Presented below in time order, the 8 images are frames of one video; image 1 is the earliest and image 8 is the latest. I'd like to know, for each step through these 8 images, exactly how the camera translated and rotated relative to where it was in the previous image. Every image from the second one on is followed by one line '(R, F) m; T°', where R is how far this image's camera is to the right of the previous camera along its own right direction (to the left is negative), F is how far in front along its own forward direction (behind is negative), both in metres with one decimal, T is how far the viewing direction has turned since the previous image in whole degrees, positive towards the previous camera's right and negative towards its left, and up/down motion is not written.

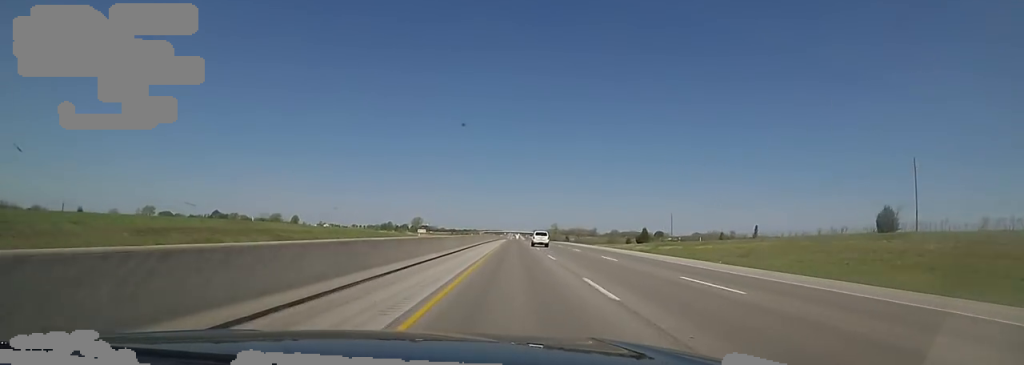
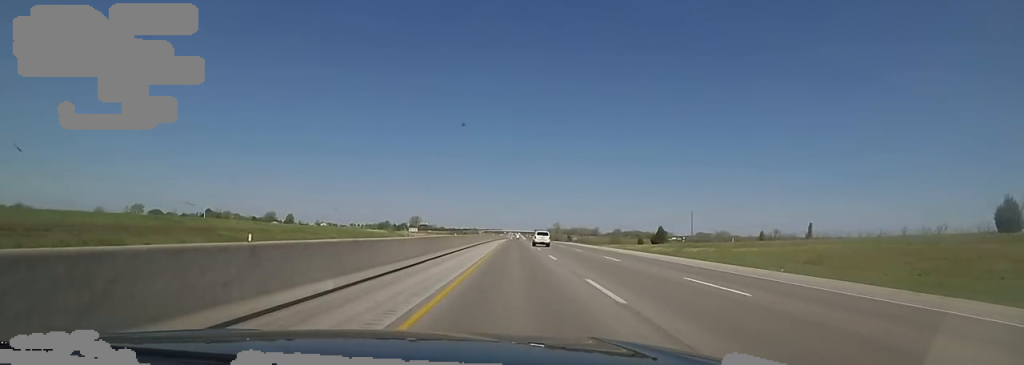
(+0.7, +16.0) m; 0°
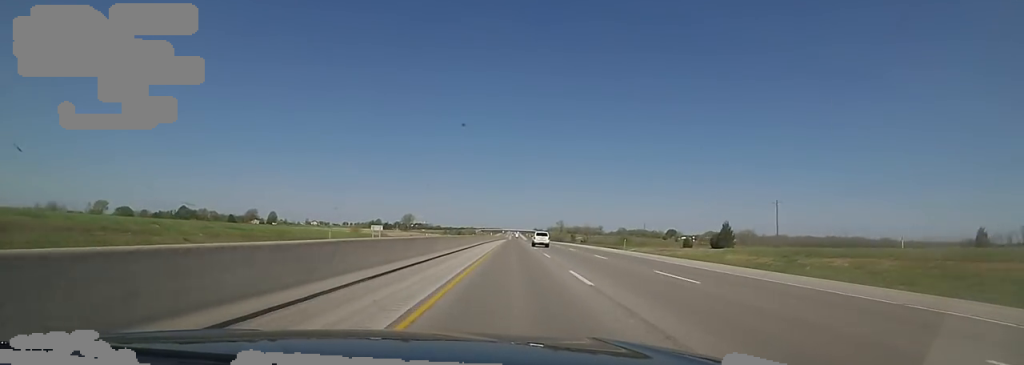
(-1.3, +42.9) m; -2°
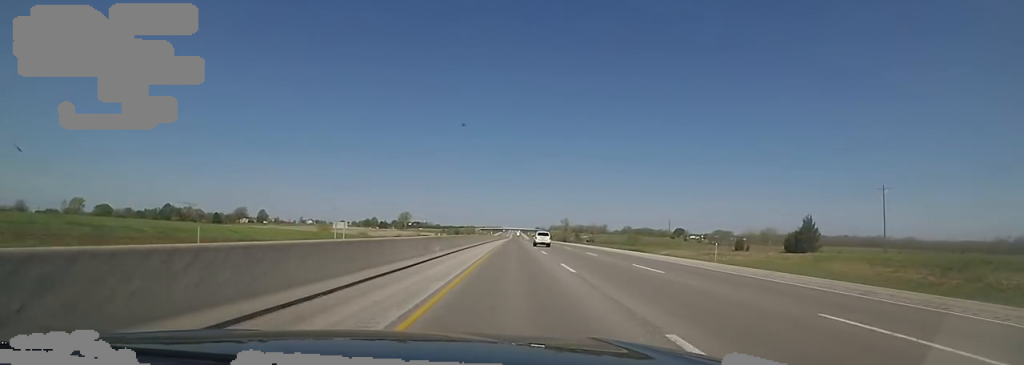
(+0.1, +26.7) m; 0°
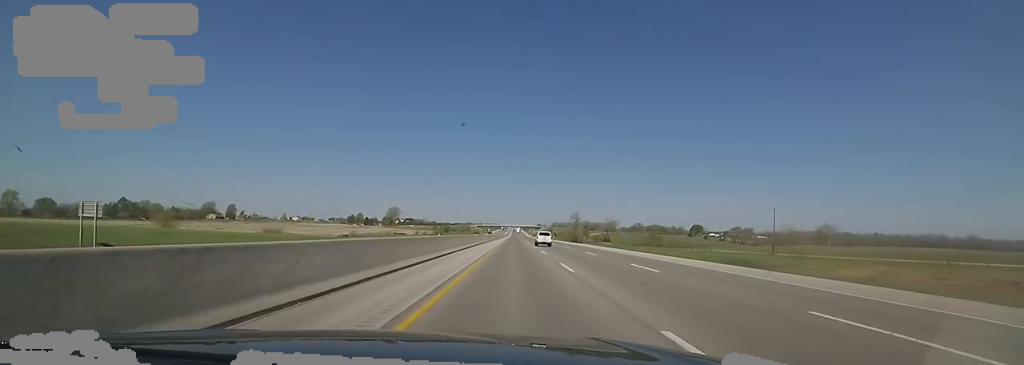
(+0.2, +60.1) m; 0°
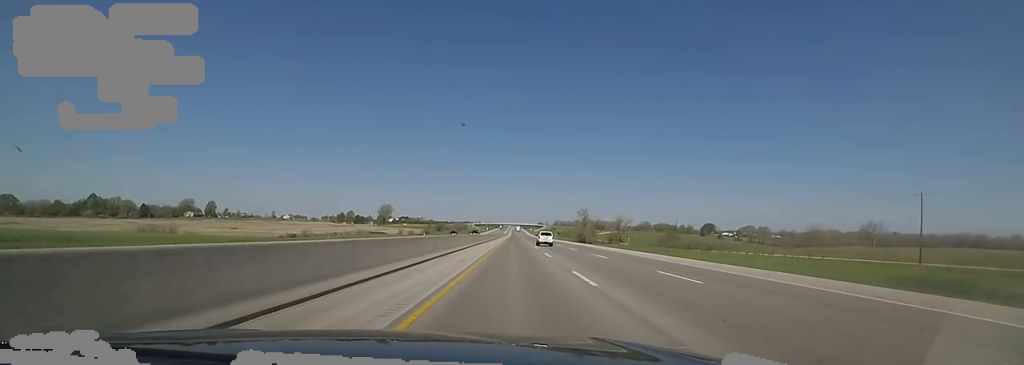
(0.0, +34.7) m; 0°
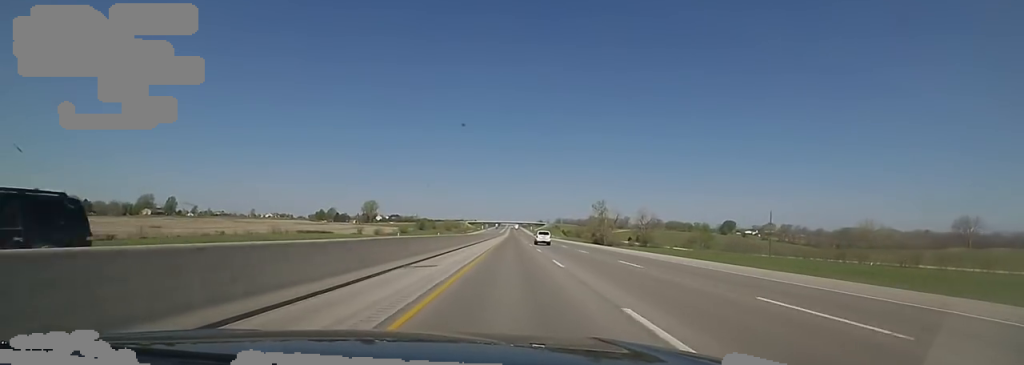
(0.0, +54.3) m; 0°
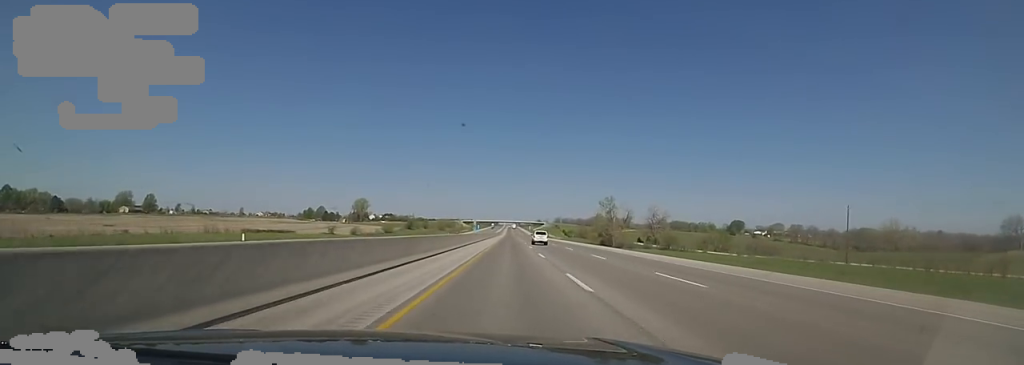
(-0.1, +23.1) m; +1°
